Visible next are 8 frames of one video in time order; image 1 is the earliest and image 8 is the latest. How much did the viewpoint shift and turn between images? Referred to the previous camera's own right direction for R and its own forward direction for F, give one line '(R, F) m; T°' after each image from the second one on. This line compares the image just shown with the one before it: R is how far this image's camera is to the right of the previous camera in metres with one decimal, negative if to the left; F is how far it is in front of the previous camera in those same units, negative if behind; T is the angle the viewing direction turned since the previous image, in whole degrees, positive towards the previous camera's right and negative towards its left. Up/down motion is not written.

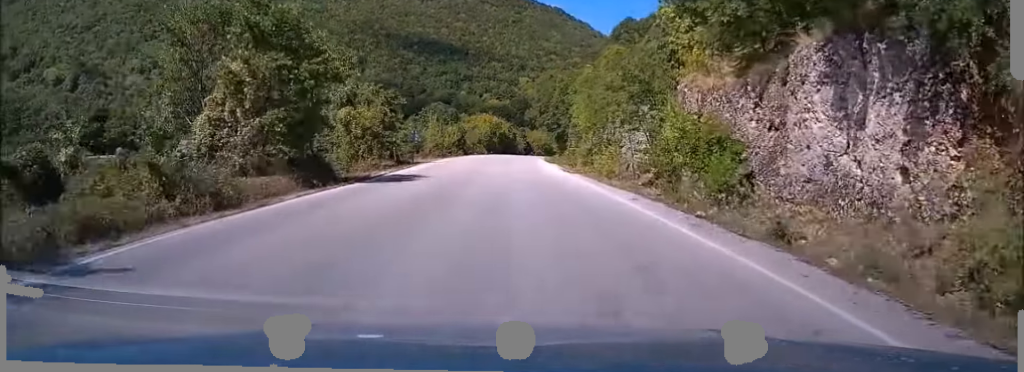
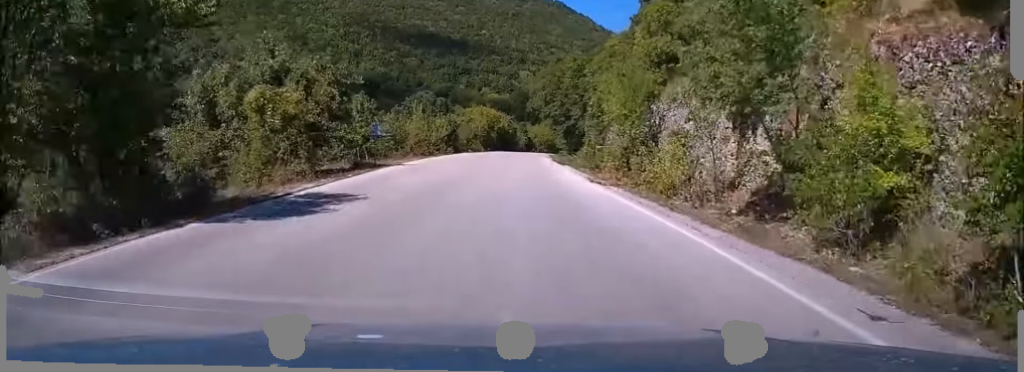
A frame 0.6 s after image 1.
(0.0, +11.4) m; 0°
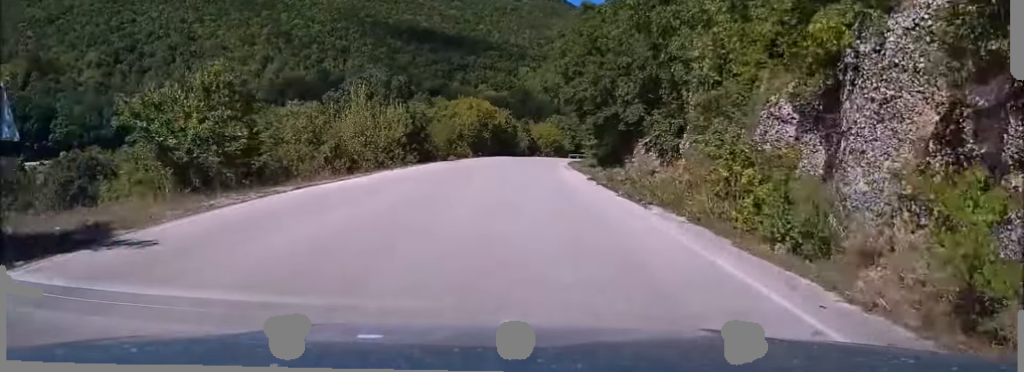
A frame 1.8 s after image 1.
(0.0, +23.8) m; +1°
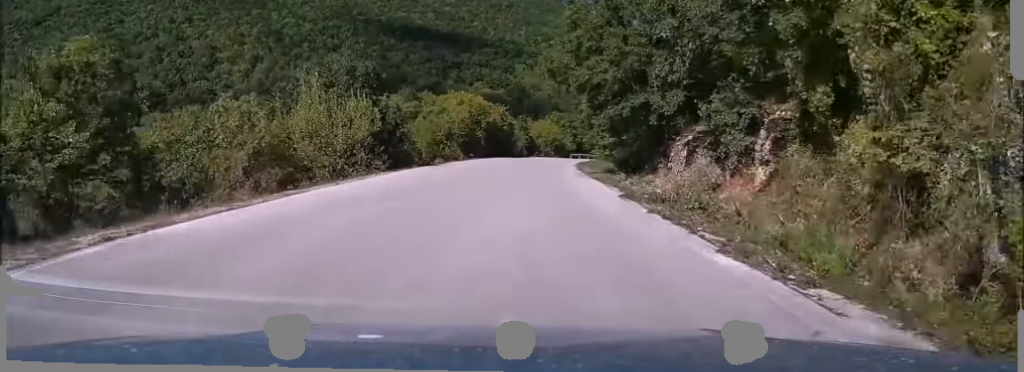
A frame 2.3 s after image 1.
(+0.1, +8.4) m; +1°
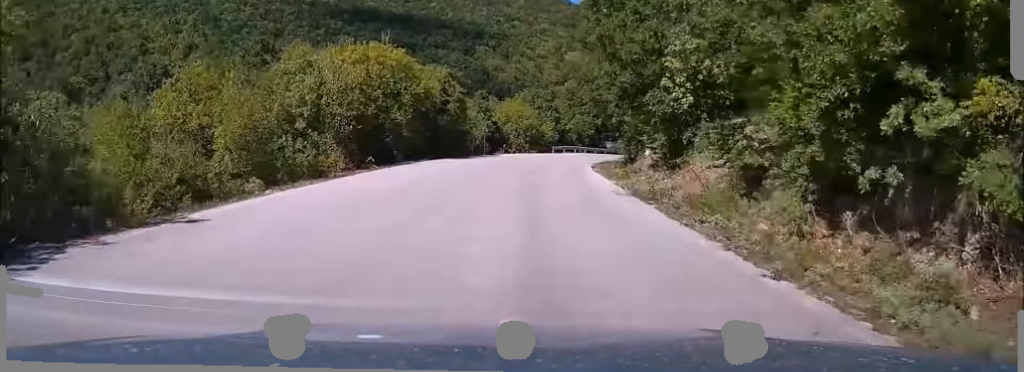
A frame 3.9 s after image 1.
(+0.6, +30.7) m; +3°
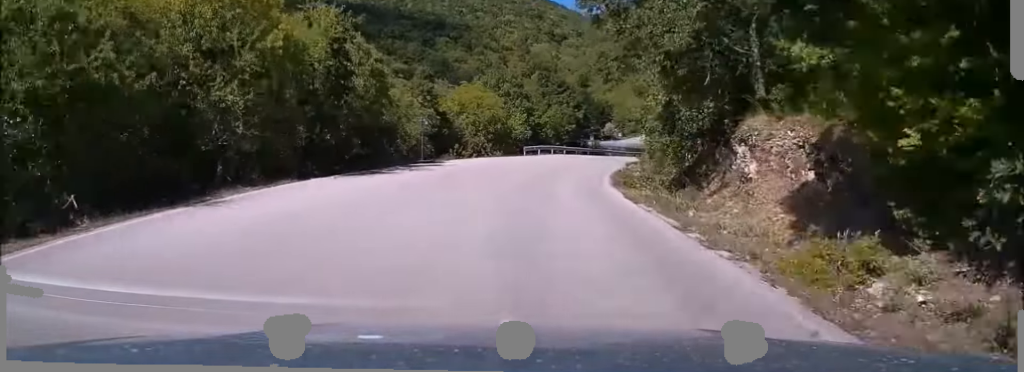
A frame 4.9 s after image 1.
(+0.5, +19.5) m; +4°
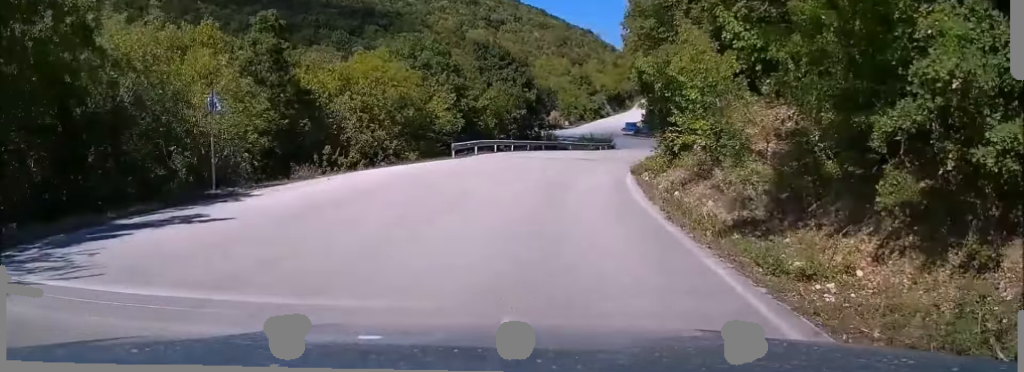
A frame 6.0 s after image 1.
(+0.9, +19.4) m; +6°
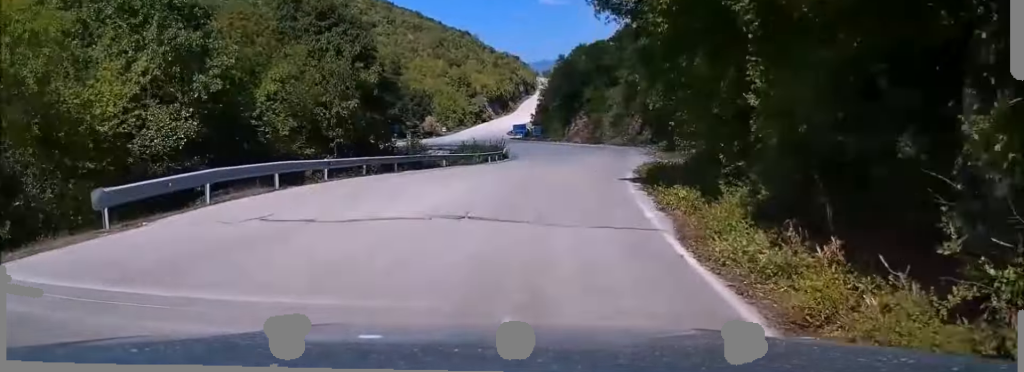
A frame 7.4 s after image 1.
(+1.9, +21.9) m; +9°
